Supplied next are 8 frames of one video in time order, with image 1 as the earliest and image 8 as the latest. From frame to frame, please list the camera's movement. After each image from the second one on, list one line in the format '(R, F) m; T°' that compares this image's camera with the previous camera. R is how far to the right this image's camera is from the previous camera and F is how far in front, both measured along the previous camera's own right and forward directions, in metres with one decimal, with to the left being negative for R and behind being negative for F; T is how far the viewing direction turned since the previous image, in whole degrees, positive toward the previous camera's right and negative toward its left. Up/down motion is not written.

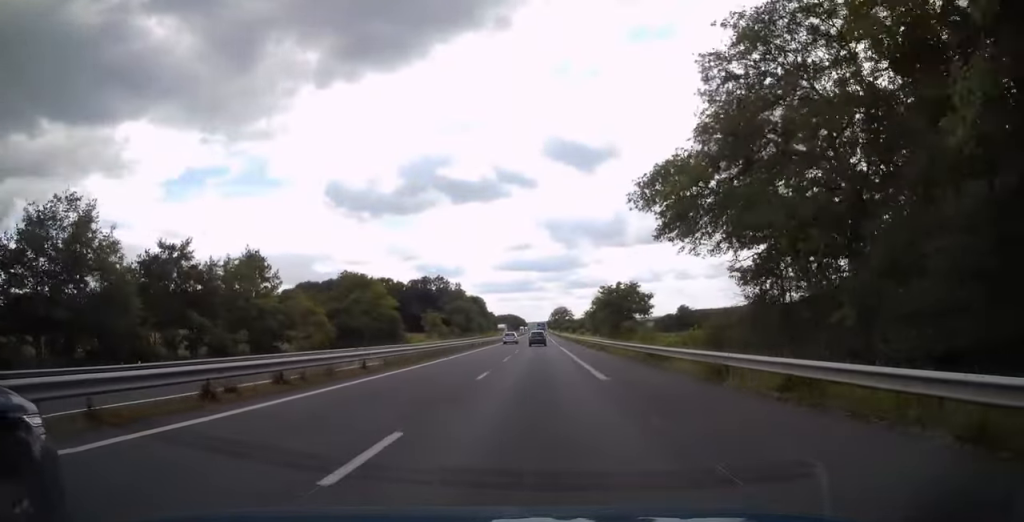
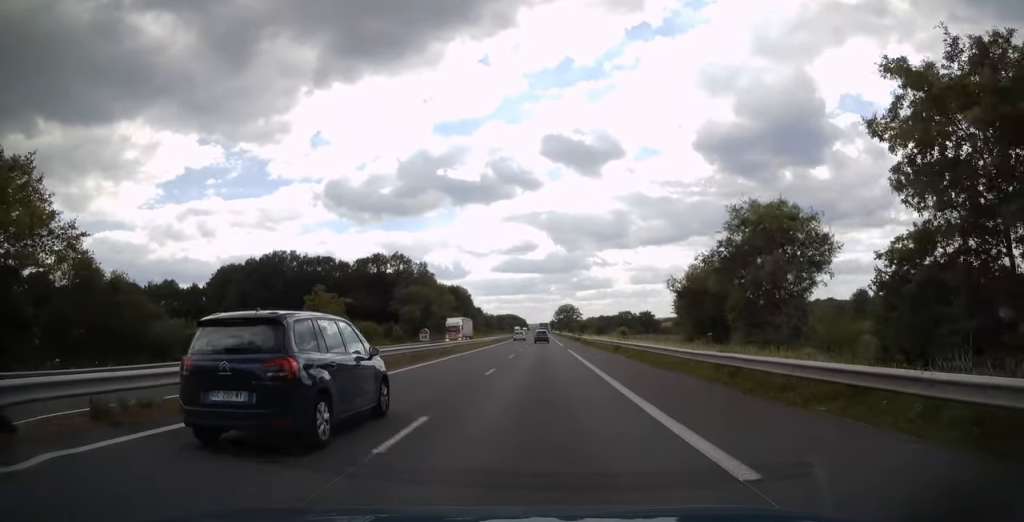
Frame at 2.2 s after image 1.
(+0.9, +63.3) m; 0°
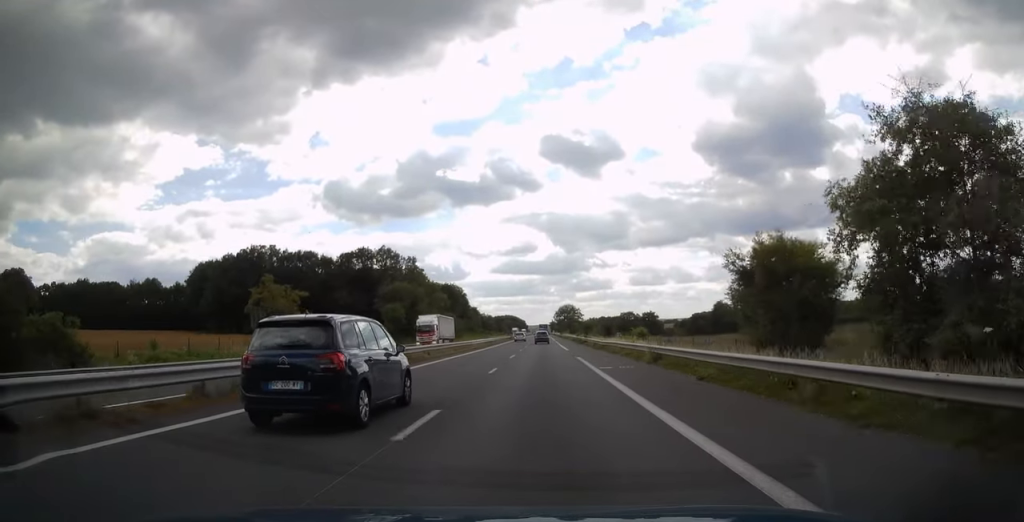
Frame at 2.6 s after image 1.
(-0.4, +12.2) m; 0°
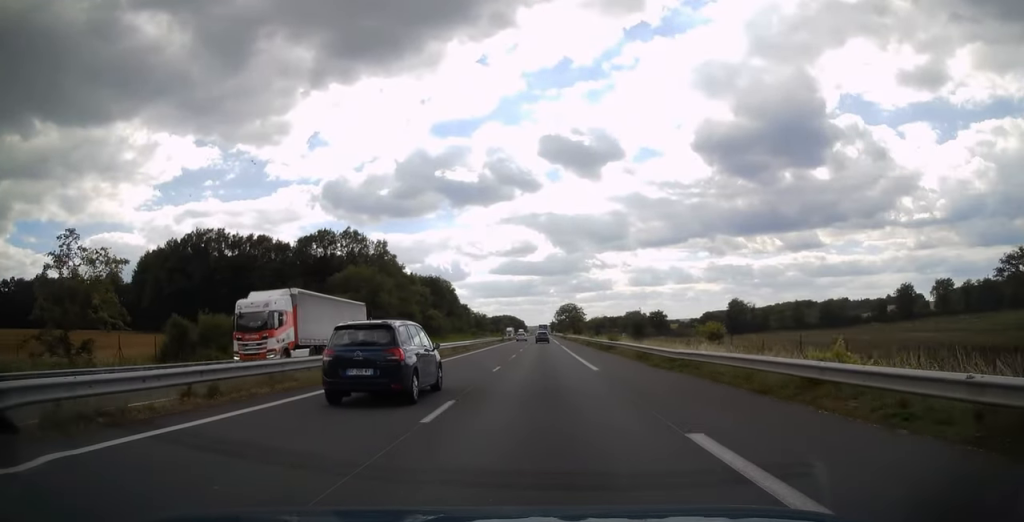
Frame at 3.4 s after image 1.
(-0.2, +24.4) m; 0°
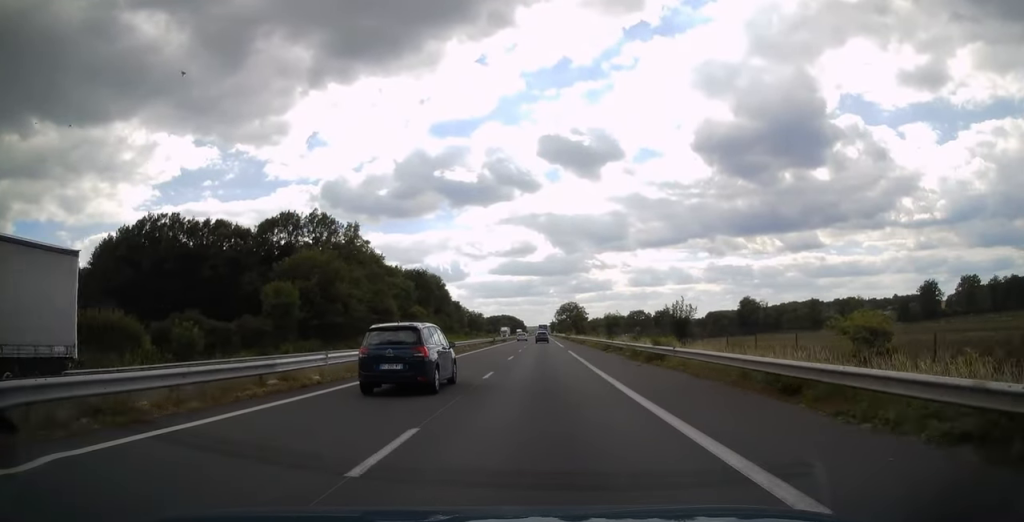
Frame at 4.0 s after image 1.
(+0.4, +16.5) m; 0°
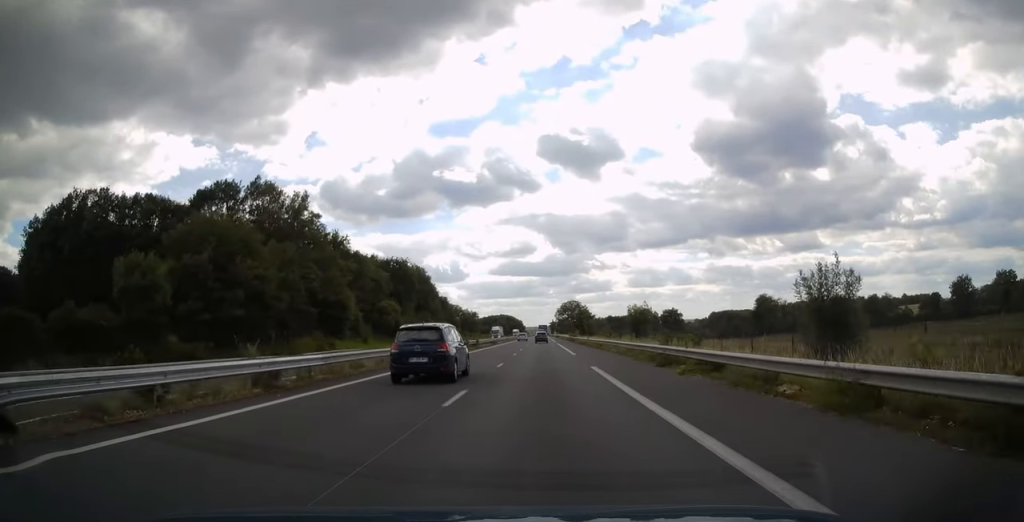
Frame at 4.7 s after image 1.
(-0.2, +20.5) m; 0°
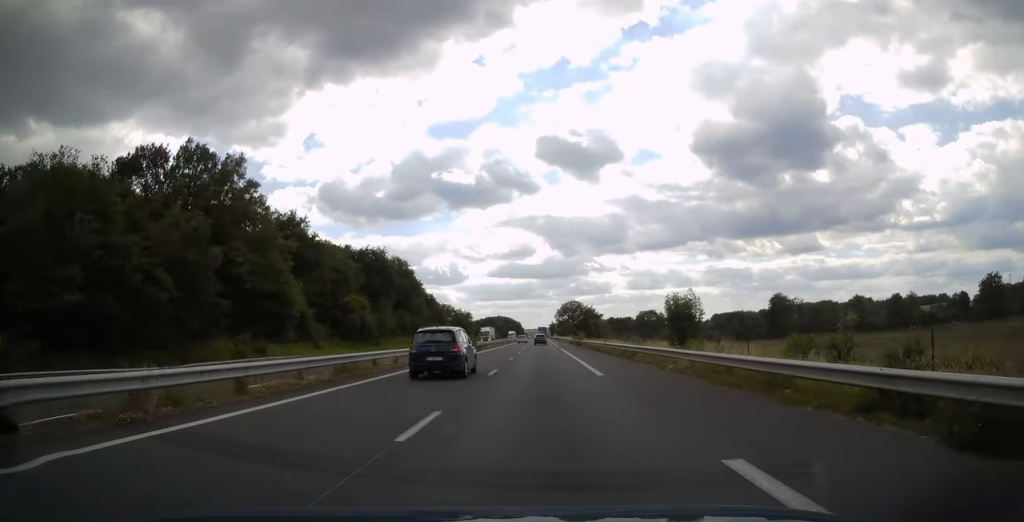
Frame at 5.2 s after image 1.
(-0.1, +16.6) m; 0°
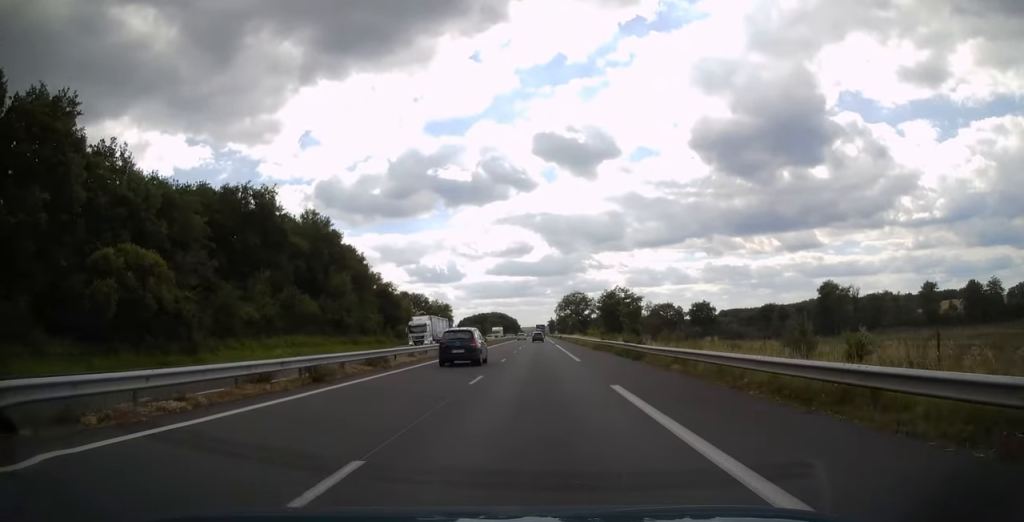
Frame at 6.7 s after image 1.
(+0.1, +43.2) m; 0°
